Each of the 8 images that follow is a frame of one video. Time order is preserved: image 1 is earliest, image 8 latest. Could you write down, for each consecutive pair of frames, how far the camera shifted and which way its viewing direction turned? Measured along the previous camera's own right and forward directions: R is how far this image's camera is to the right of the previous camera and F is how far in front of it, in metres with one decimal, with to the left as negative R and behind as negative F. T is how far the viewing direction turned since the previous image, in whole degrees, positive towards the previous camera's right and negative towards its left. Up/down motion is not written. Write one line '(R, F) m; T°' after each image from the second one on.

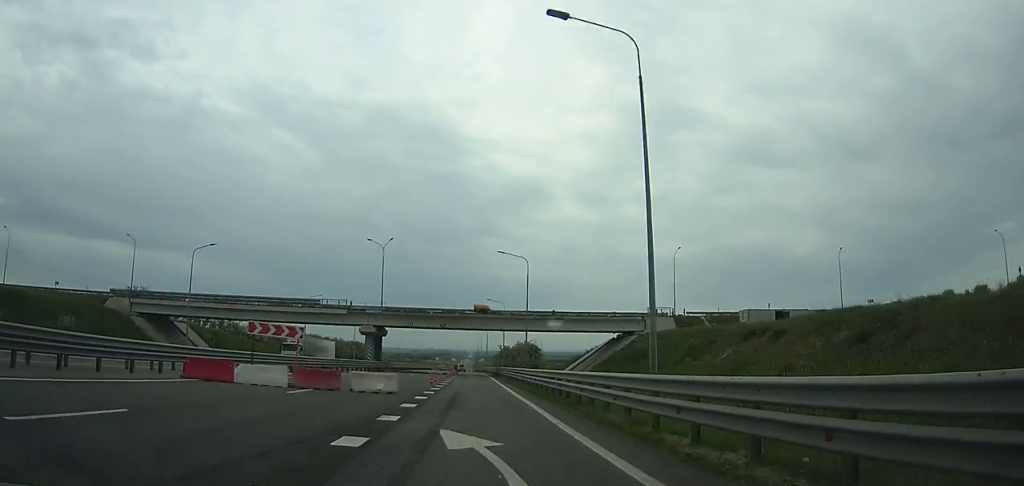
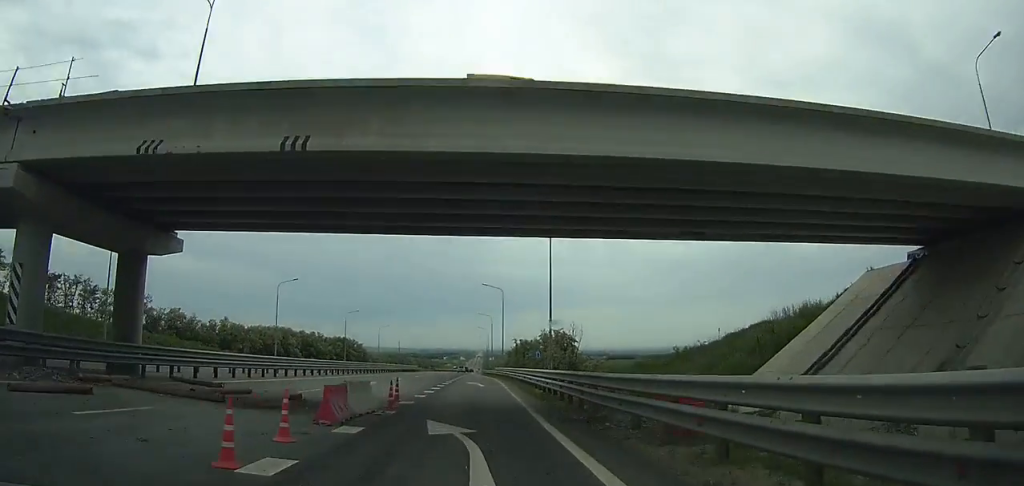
(-0.4, +58.6) m; -1°
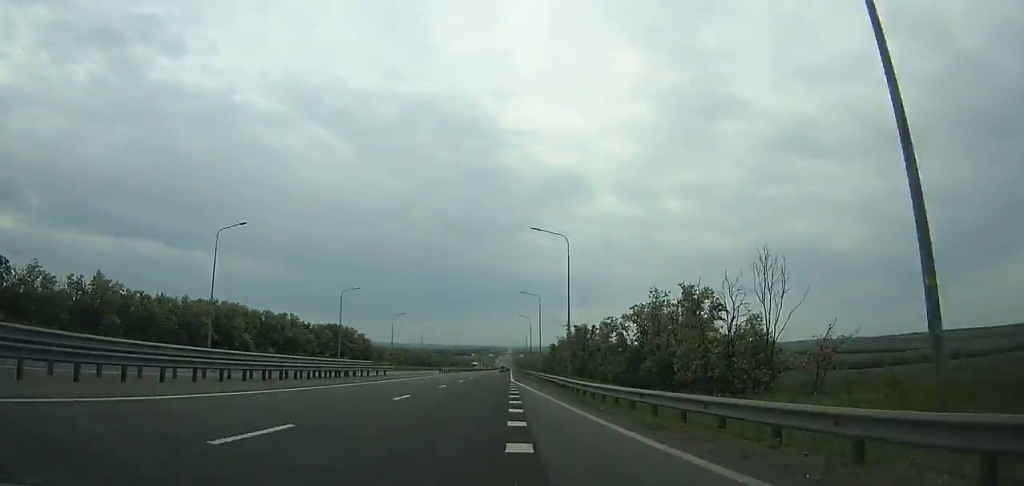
(-1.3, +72.2) m; -1°
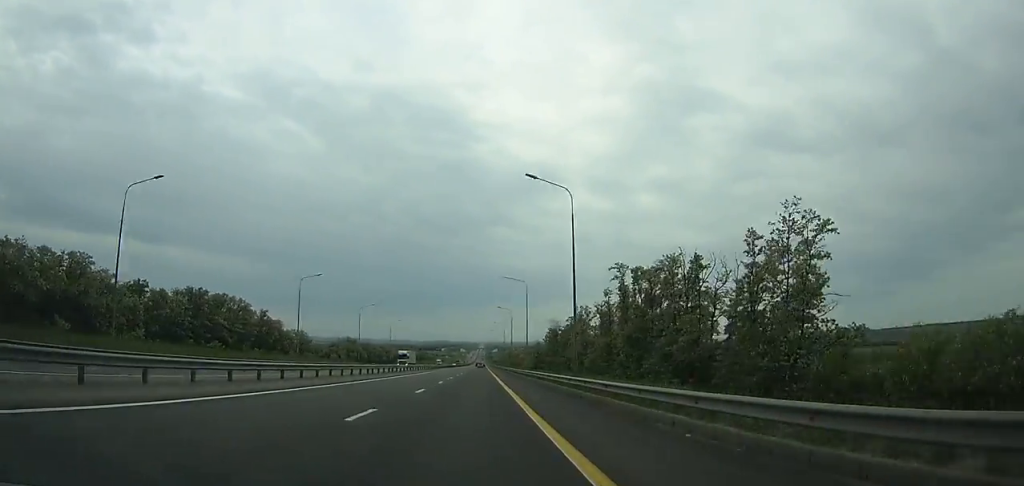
(+0.6, +90.5) m; +1°
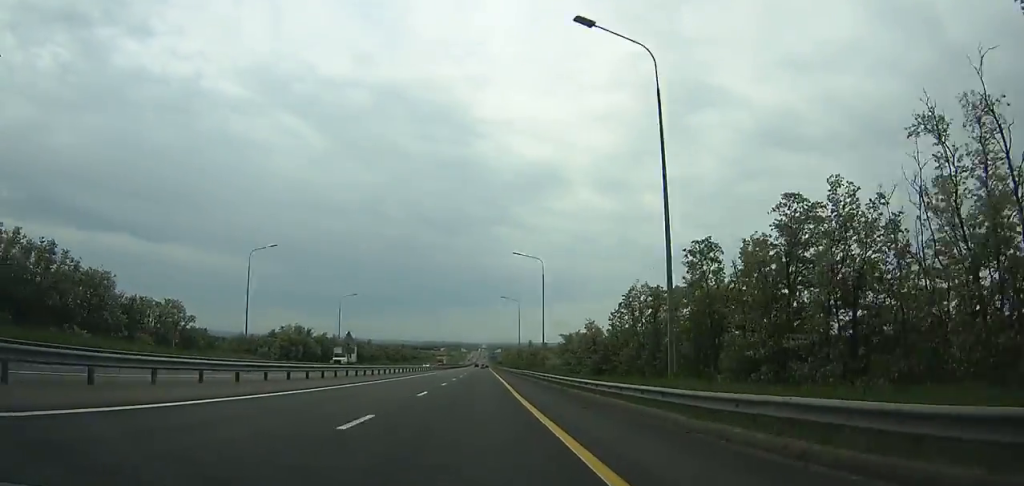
(+0.5, +96.8) m; 0°
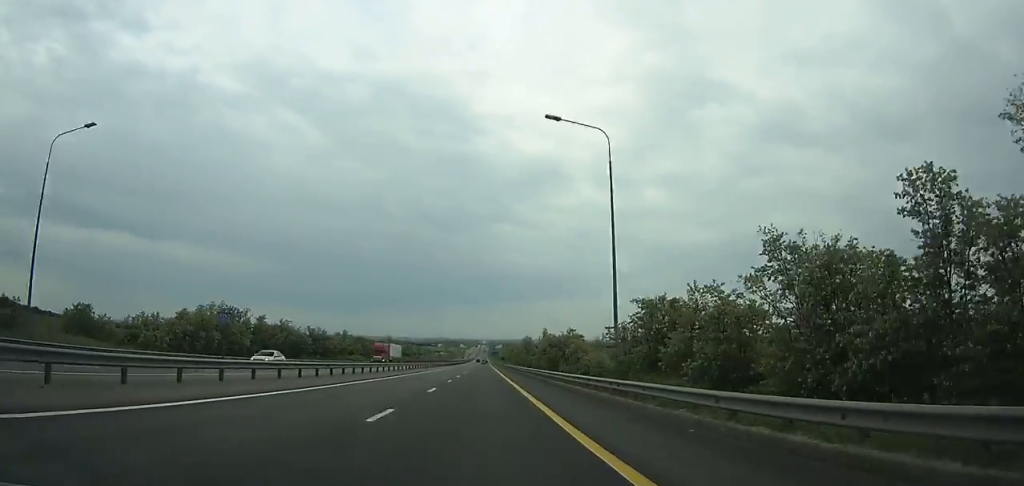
(0.0, +70.5) m; 0°
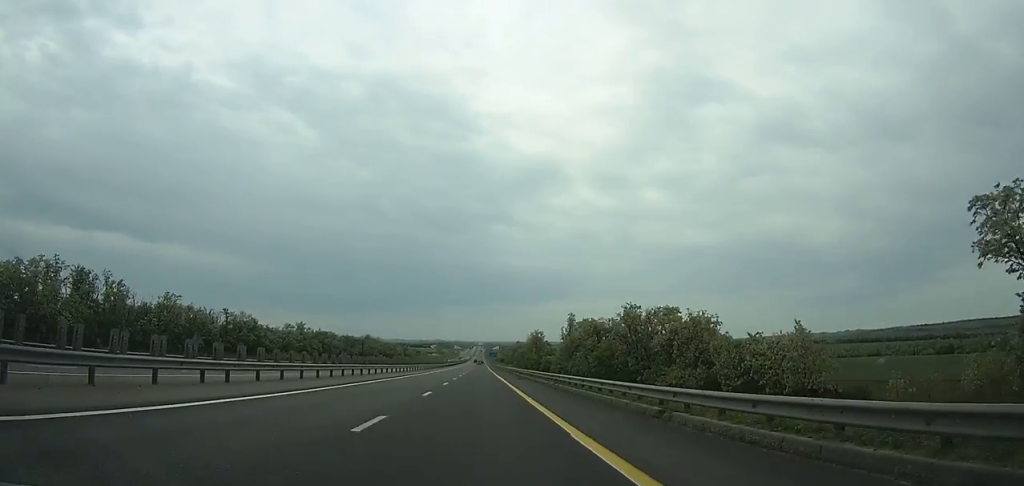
(+0.2, +72.5) m; 0°
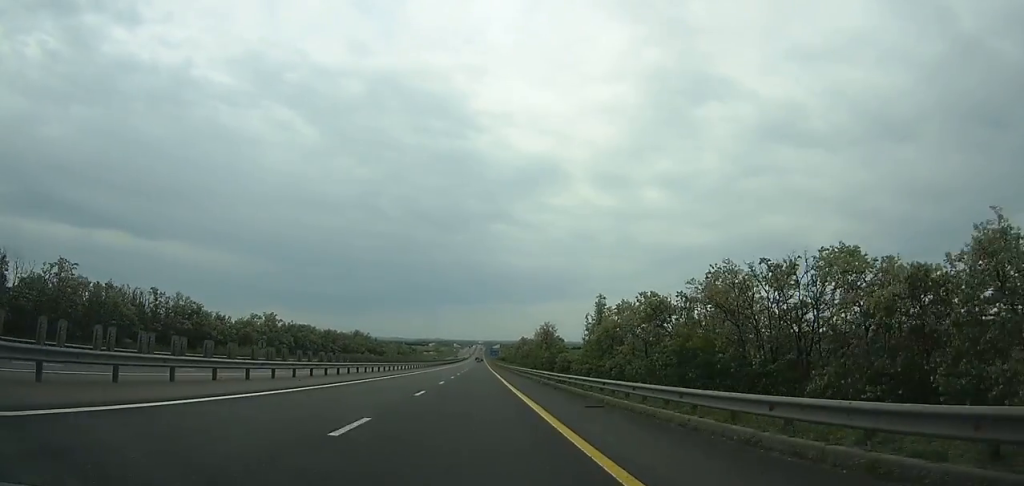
(+0.1, +36.6) m; 0°
